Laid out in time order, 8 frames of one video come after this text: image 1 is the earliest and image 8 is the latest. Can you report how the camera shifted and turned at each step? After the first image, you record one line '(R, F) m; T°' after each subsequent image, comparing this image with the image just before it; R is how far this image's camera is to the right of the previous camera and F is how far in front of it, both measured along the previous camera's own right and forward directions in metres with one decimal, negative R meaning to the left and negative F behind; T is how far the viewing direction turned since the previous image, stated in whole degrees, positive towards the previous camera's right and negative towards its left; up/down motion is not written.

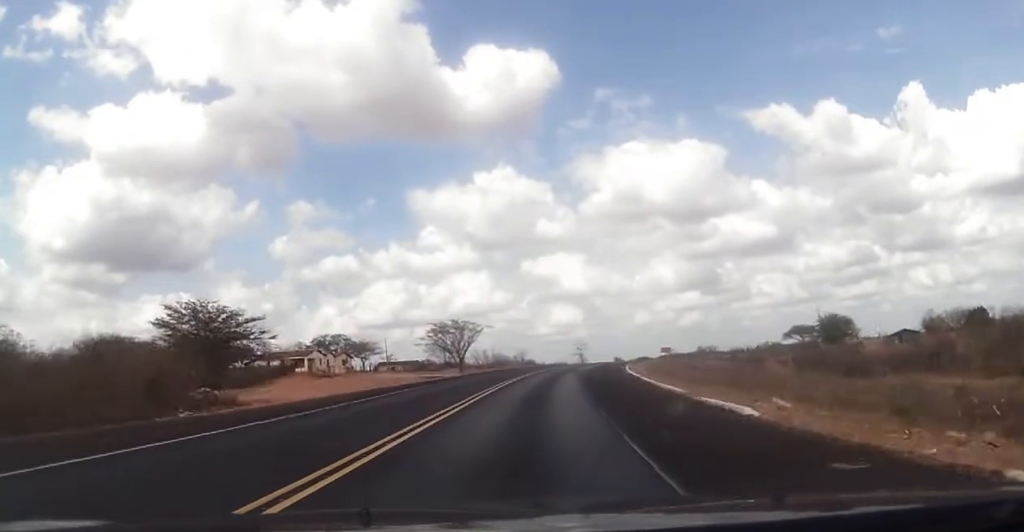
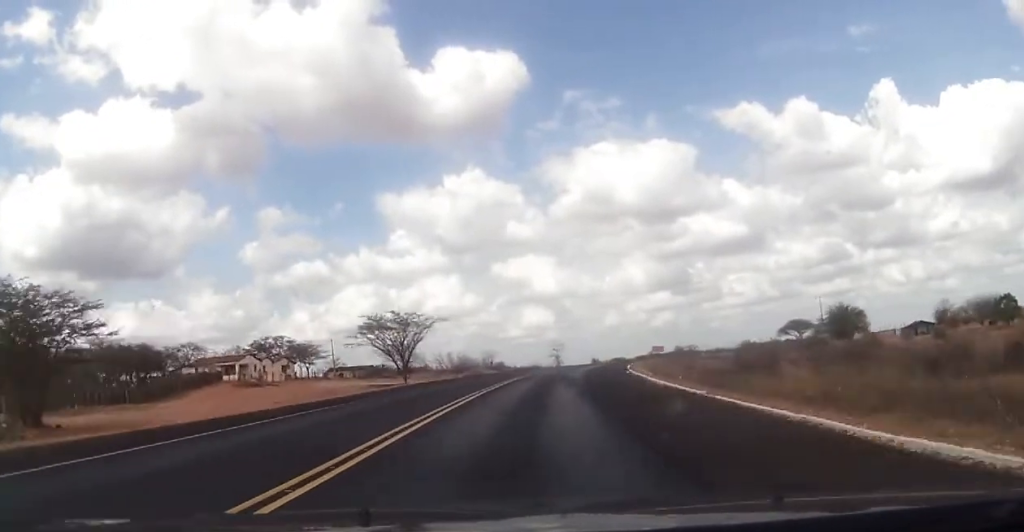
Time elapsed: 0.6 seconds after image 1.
(+0.2, +18.7) m; +2°
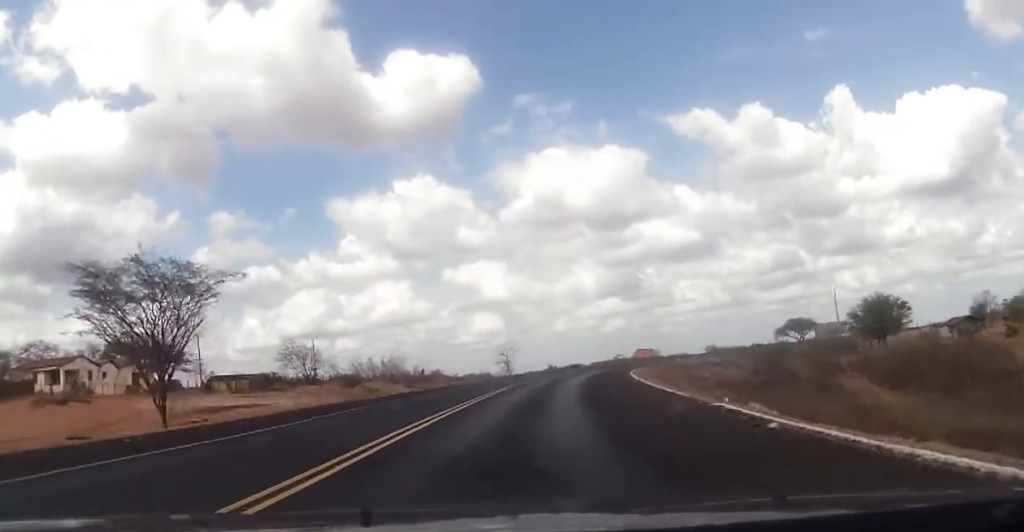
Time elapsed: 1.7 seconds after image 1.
(+1.1, +33.0) m; +5°
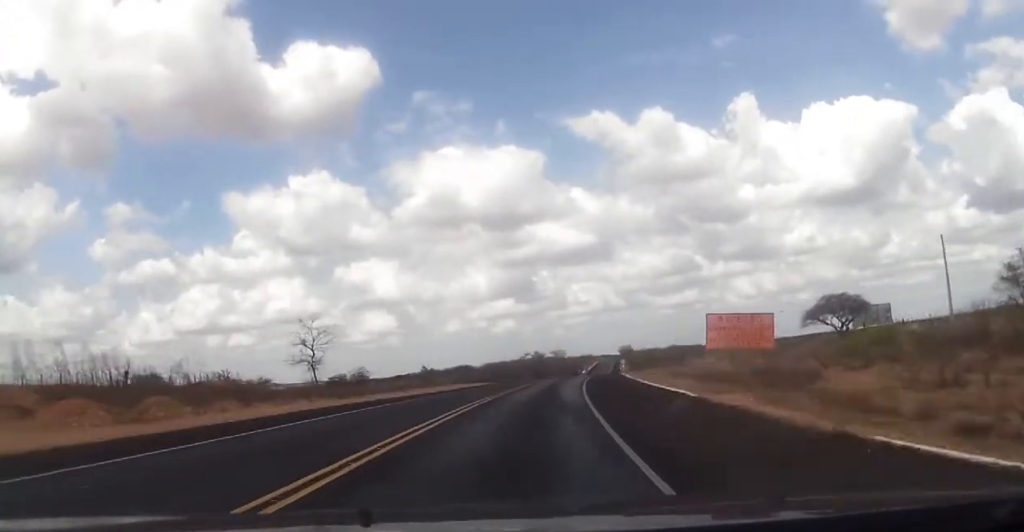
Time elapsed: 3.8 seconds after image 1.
(+3.8, +65.1) m; +7°
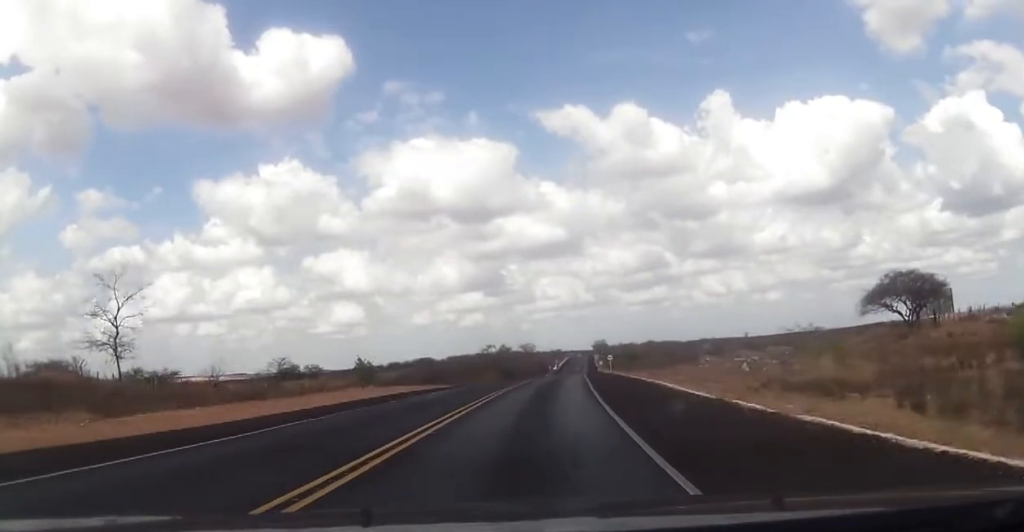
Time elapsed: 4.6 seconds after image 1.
(+1.2, +25.3) m; +4°
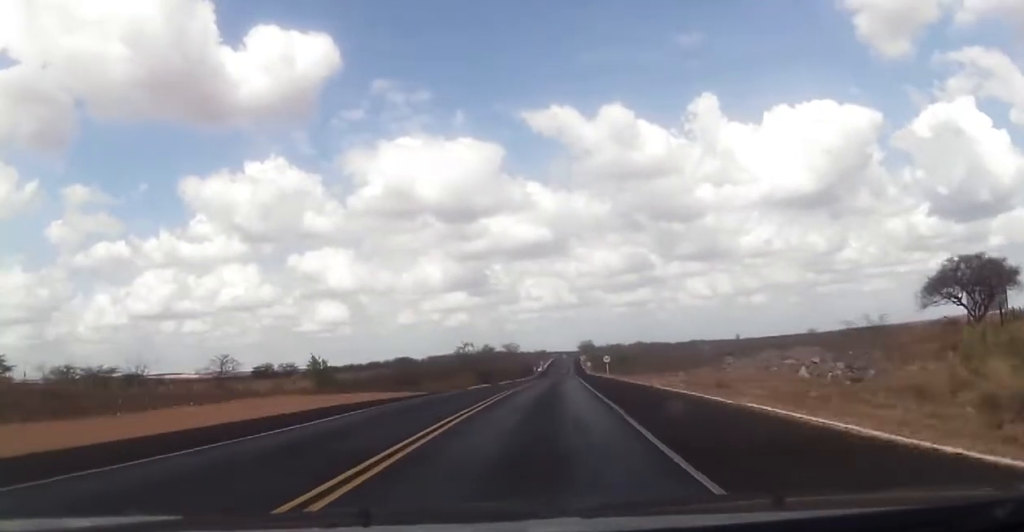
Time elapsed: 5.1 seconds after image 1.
(+0.3, +14.3) m; +2°
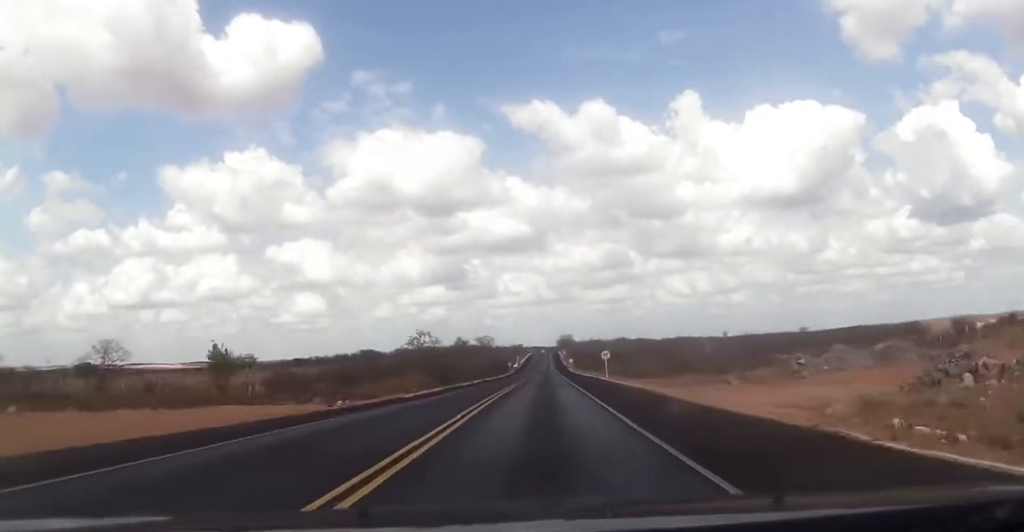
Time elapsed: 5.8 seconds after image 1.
(+0.3, +21.5) m; +3°
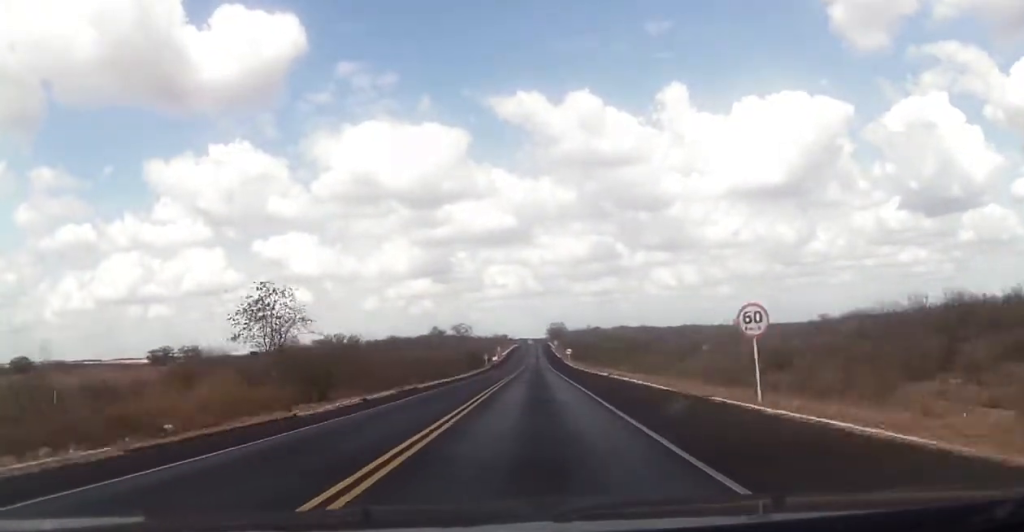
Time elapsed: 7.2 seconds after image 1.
(+1.6, +42.6) m; +3°
